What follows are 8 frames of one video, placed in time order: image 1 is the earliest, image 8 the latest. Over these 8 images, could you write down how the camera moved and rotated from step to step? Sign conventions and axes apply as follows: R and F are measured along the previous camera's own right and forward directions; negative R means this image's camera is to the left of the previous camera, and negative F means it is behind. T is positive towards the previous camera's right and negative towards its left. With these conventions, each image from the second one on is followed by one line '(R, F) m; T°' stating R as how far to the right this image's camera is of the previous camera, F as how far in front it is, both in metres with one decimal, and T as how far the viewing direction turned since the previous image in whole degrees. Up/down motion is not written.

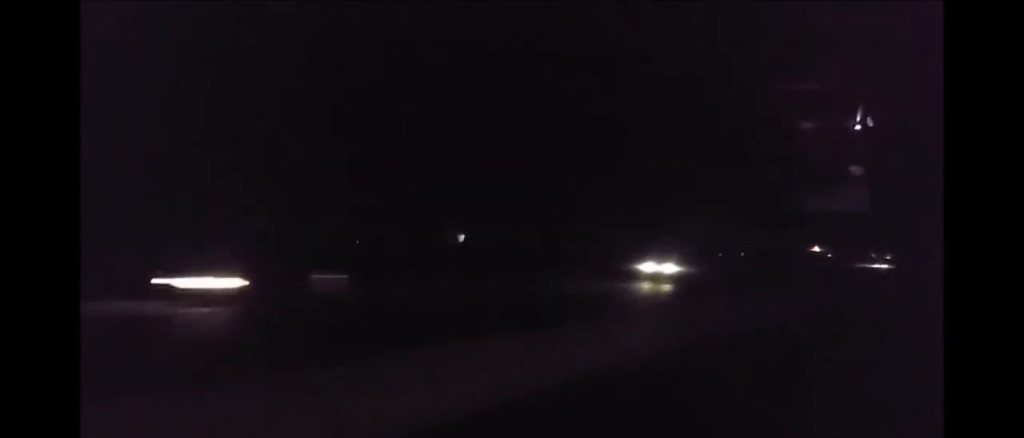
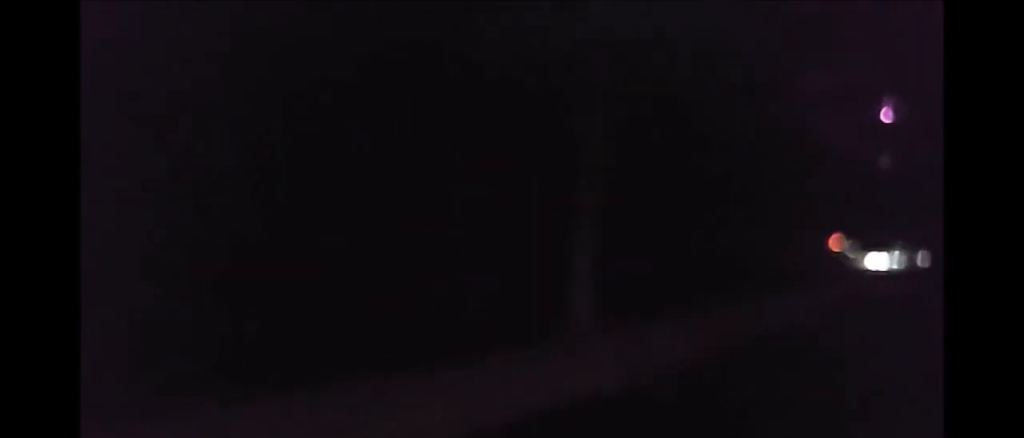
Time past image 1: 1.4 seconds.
(+0.3, +43.6) m; +1°
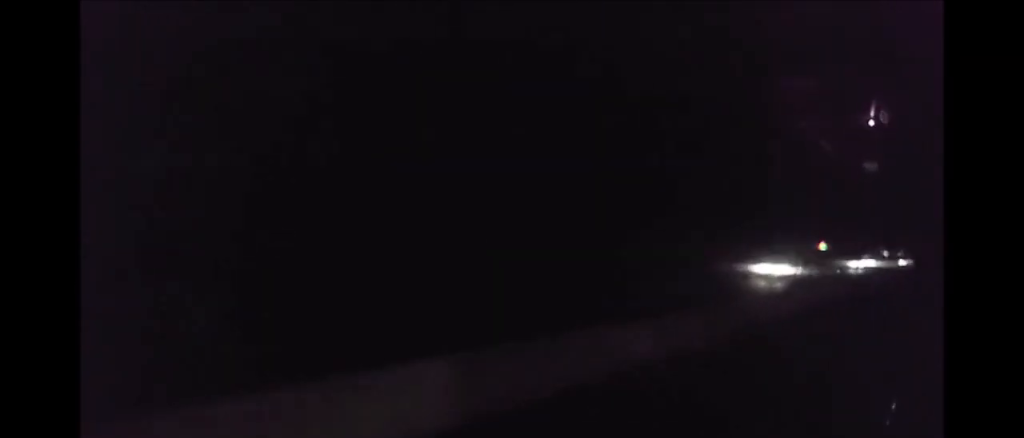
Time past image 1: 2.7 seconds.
(+0.4, +39.5) m; 0°
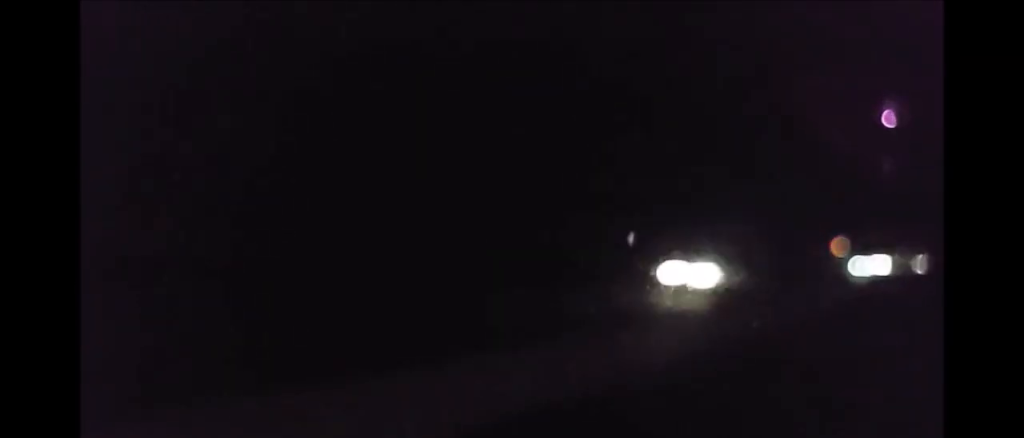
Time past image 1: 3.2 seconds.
(+0.1, +13.1) m; 0°
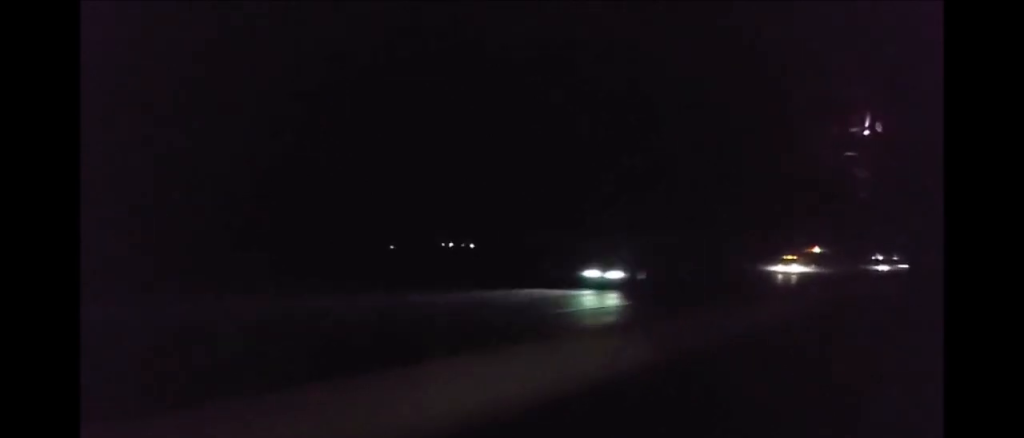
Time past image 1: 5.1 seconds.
(-0.4, +58.2) m; 0°
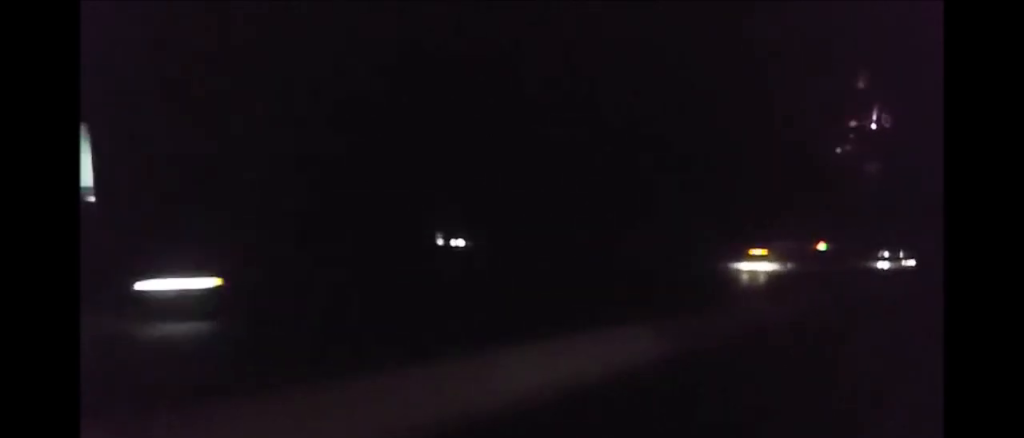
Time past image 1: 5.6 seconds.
(-0.1, +14.1) m; 0°
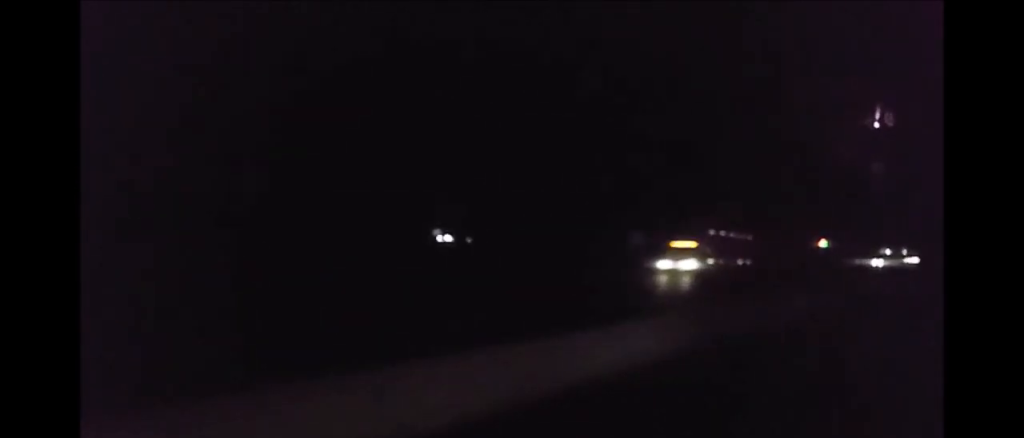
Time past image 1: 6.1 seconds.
(-0.2, +16.2) m; 0°
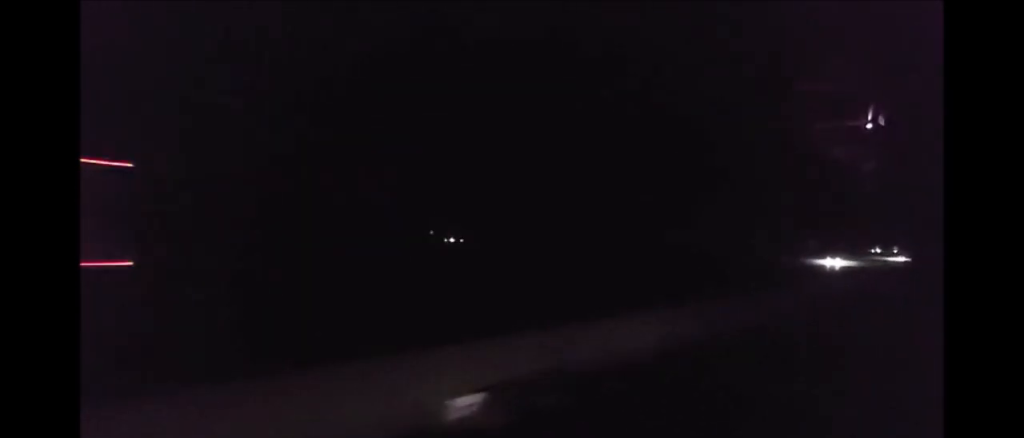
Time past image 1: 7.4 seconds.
(+0.6, +38.5) m; 0°
